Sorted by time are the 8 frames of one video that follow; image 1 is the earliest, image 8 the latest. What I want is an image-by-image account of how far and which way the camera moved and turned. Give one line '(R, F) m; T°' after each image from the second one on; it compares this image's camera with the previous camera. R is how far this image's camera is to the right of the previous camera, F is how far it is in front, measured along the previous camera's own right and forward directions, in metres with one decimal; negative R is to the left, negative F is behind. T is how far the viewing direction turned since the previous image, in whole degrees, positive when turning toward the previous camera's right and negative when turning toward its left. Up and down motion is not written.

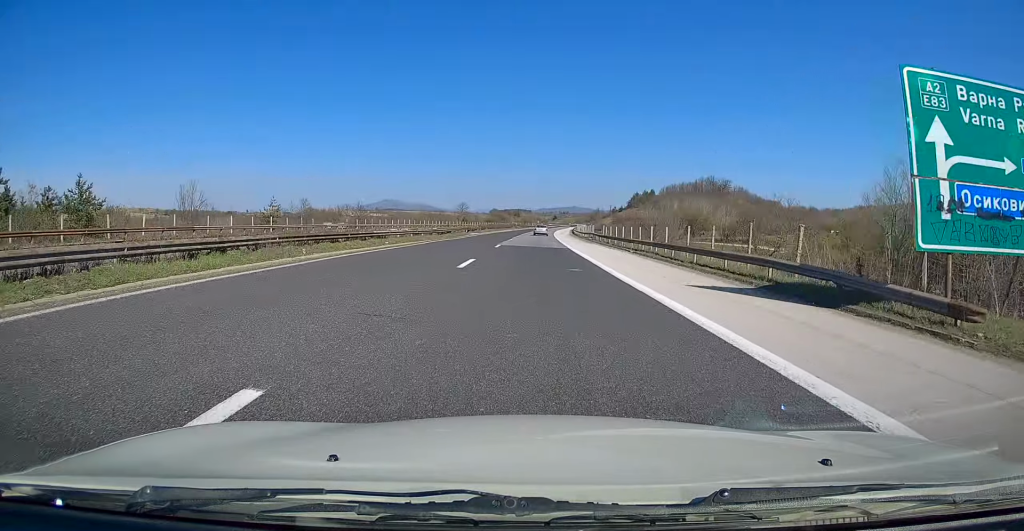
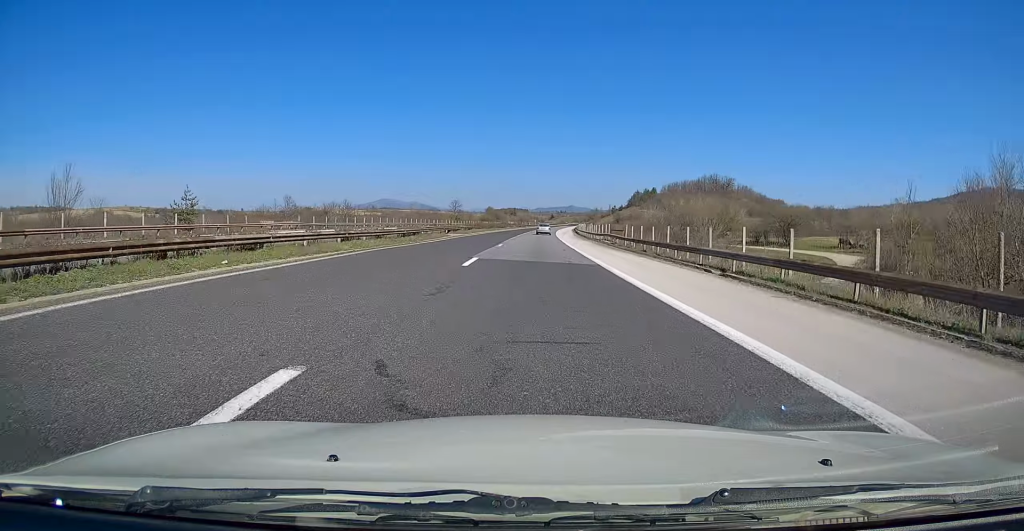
(0.0, +15.6) m; 0°
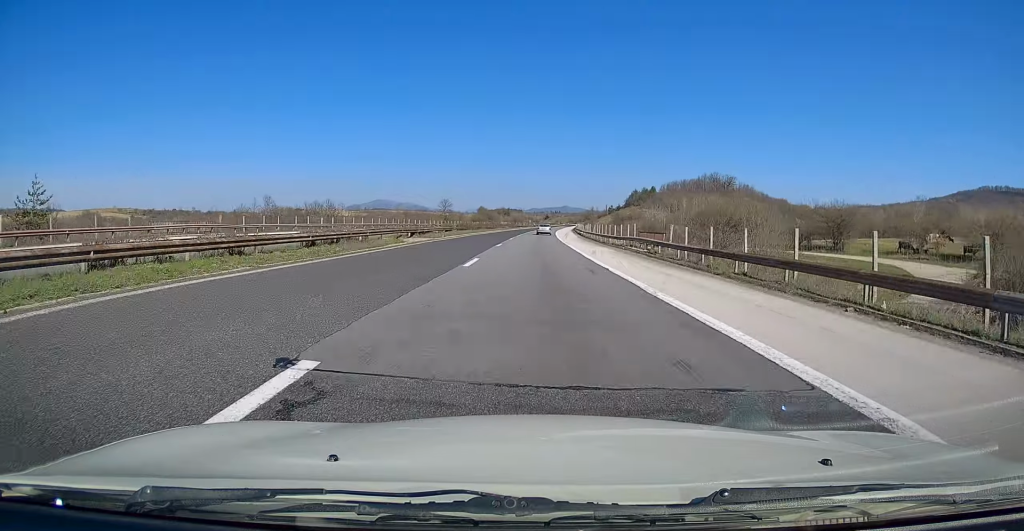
(-0.1, +15.6) m; 0°
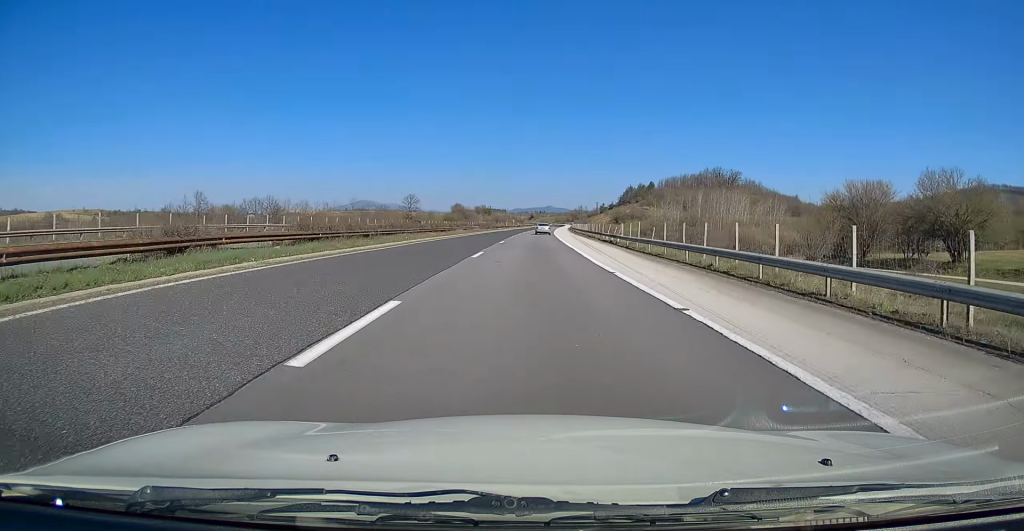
(+0.8, +43.7) m; +2°
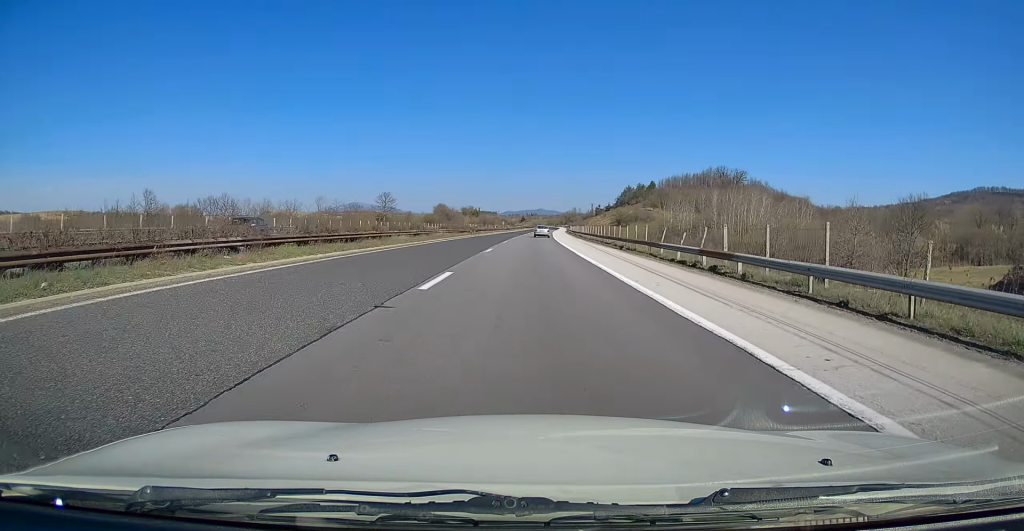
(+0.3, +25.9) m; +1°
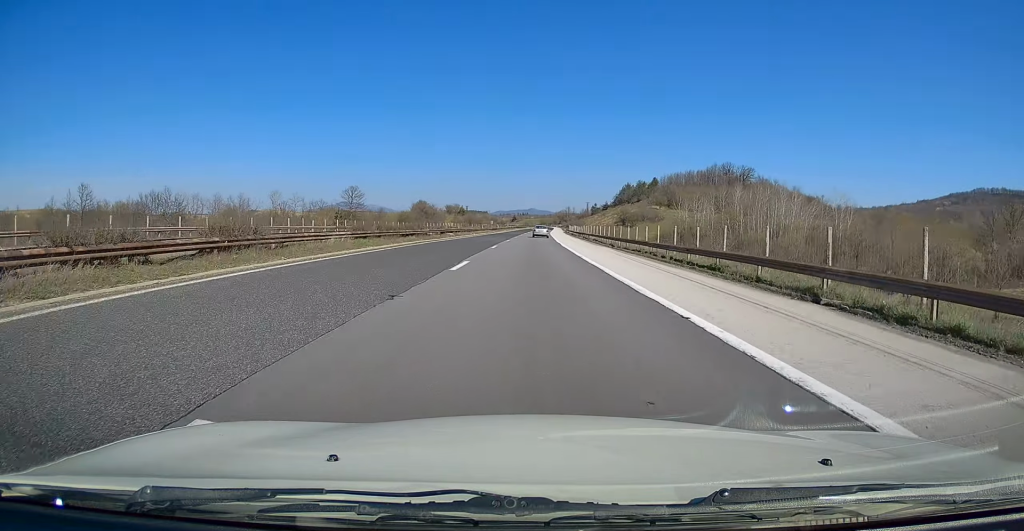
(0.0, +27.0) m; +1°
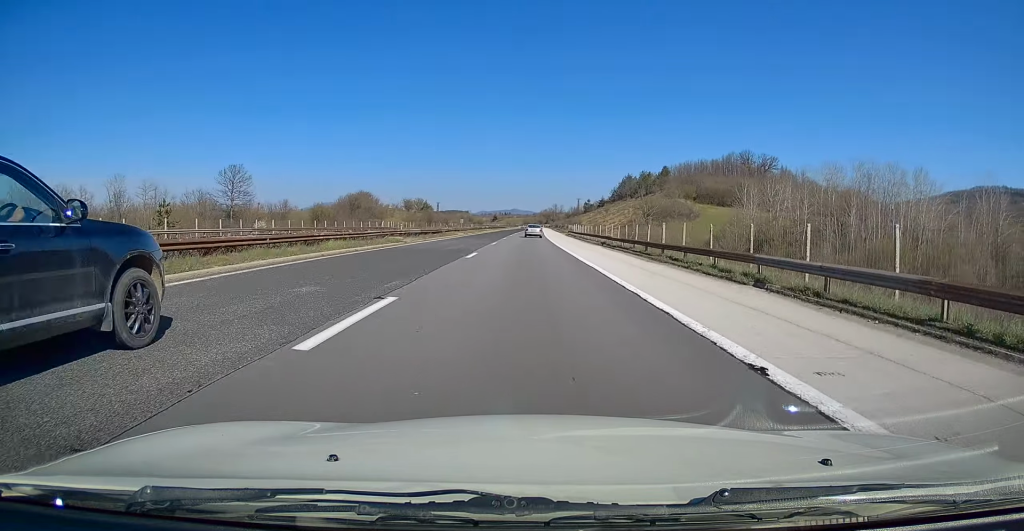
(+1.1, +57.4) m; +2°
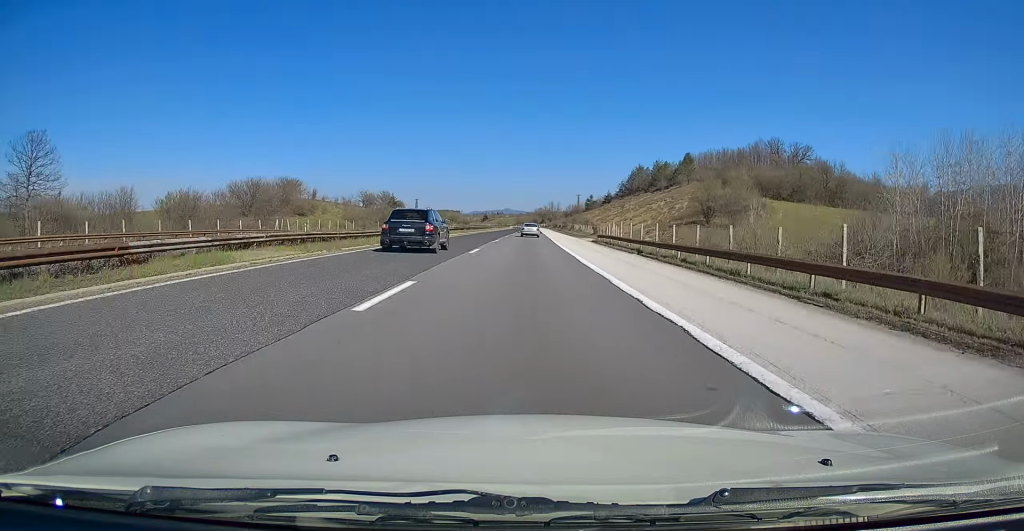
(-0.2, +45.1) m; 0°
